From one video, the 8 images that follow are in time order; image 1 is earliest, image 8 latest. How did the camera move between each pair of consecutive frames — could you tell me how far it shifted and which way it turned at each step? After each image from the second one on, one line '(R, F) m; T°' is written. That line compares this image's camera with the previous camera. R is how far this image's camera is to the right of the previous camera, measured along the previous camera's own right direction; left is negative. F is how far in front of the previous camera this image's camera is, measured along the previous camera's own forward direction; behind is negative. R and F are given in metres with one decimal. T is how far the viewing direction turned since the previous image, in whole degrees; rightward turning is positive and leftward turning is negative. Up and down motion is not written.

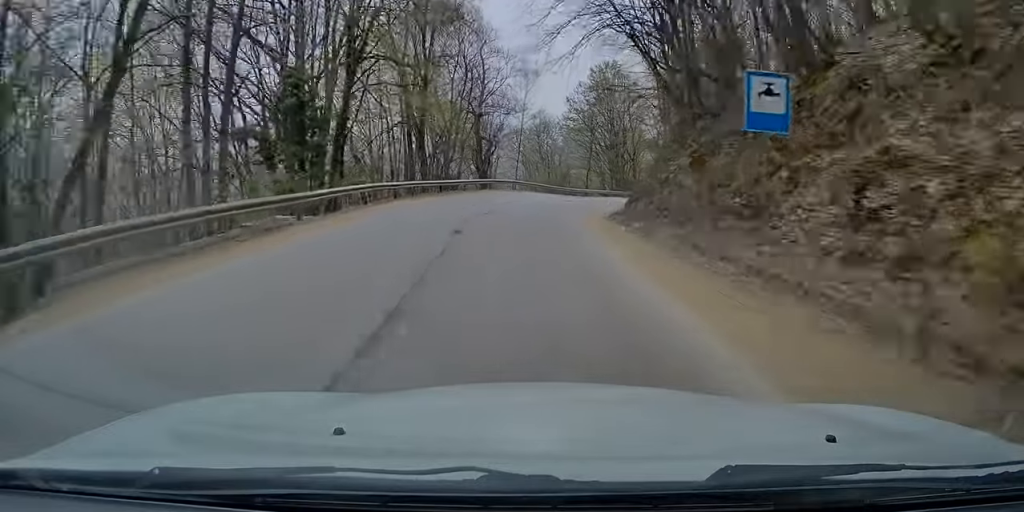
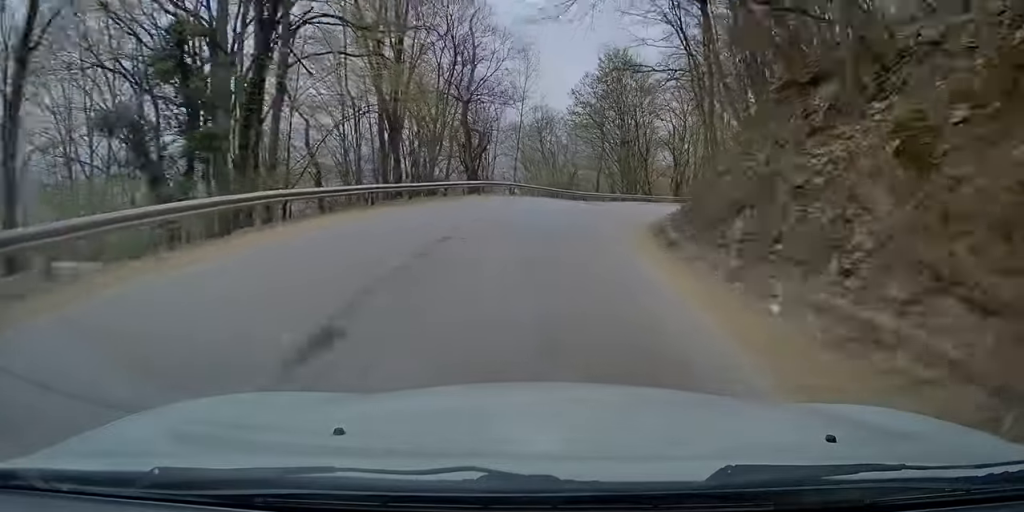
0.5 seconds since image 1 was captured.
(+0.2, +9.1) m; +1°
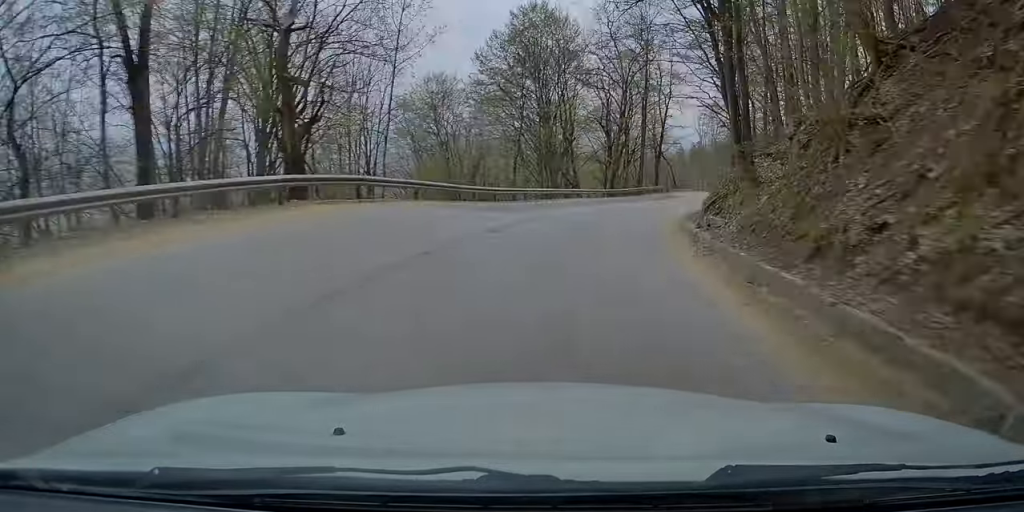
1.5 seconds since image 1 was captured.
(+0.1, +17.1) m; +5°
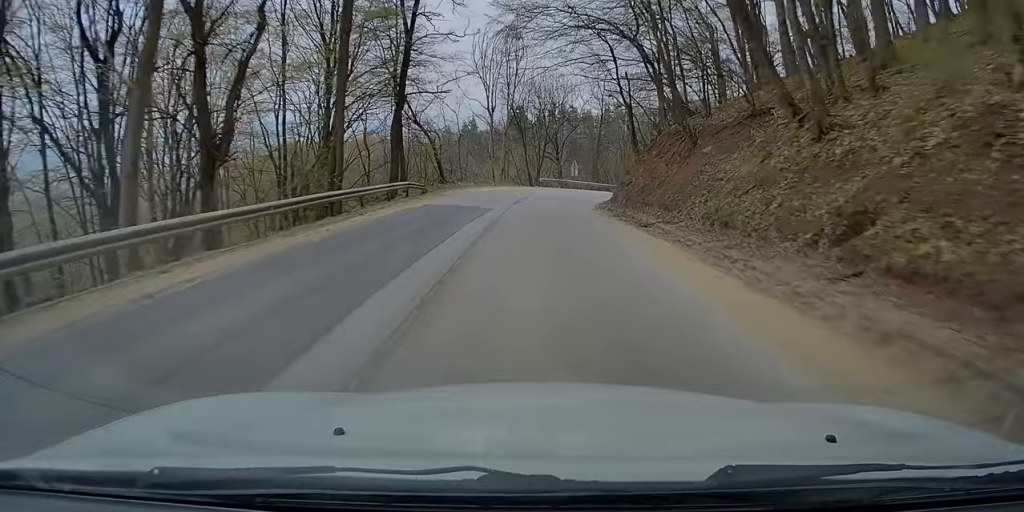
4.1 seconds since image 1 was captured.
(+8.5, +41.7) m; +19°
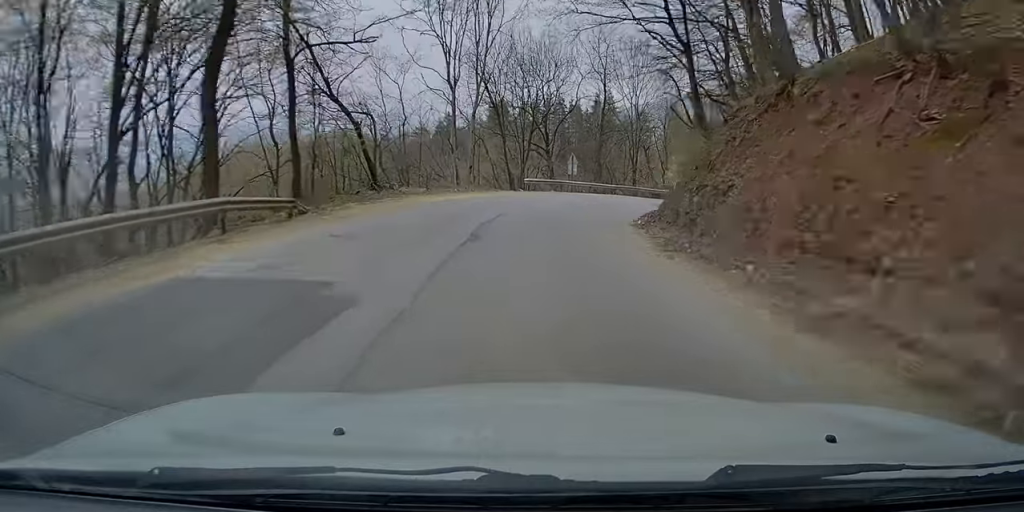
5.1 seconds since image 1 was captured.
(+0.2, +15.6) m; +5°
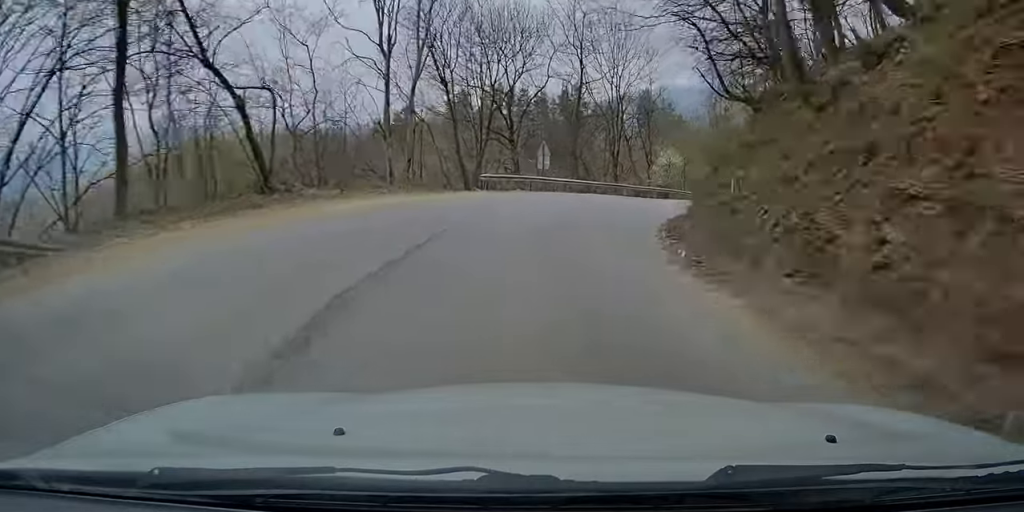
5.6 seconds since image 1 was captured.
(+0.3, +8.8) m; +6°
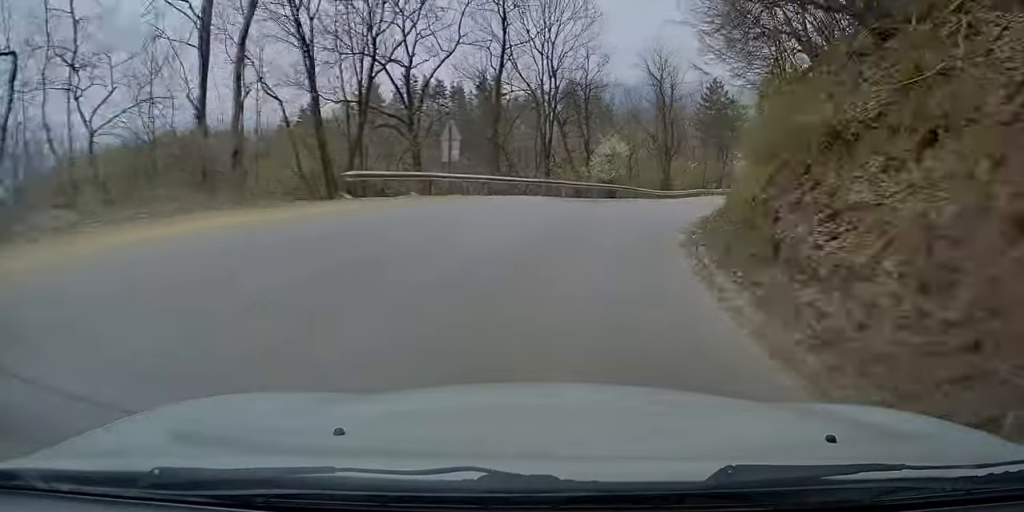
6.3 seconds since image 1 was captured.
(+0.8, +10.1) m; +7°
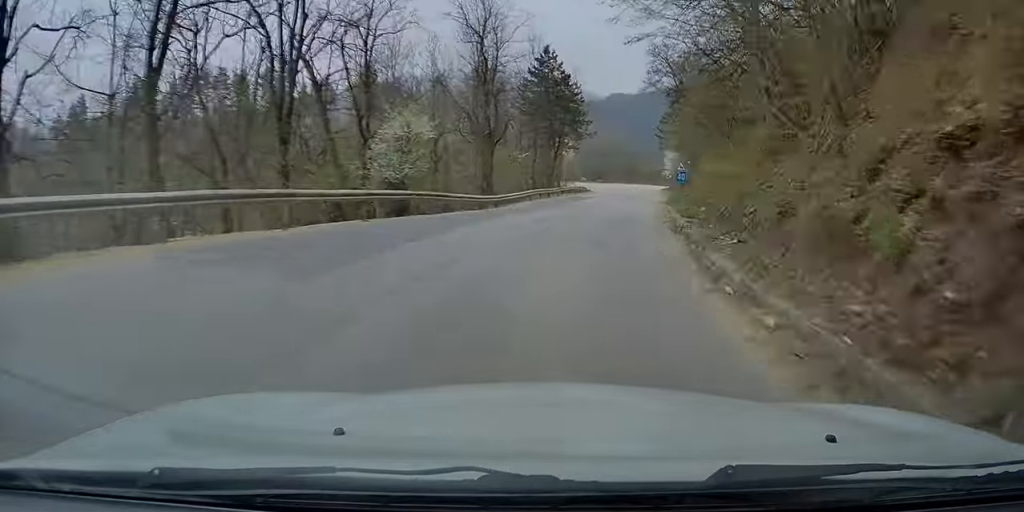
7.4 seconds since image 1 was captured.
(+1.9, +17.0) m; +12°
